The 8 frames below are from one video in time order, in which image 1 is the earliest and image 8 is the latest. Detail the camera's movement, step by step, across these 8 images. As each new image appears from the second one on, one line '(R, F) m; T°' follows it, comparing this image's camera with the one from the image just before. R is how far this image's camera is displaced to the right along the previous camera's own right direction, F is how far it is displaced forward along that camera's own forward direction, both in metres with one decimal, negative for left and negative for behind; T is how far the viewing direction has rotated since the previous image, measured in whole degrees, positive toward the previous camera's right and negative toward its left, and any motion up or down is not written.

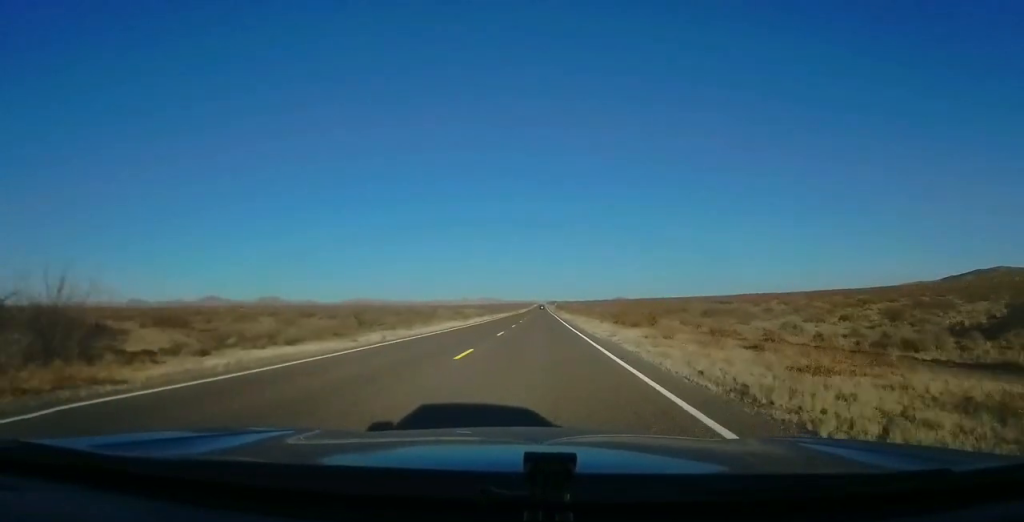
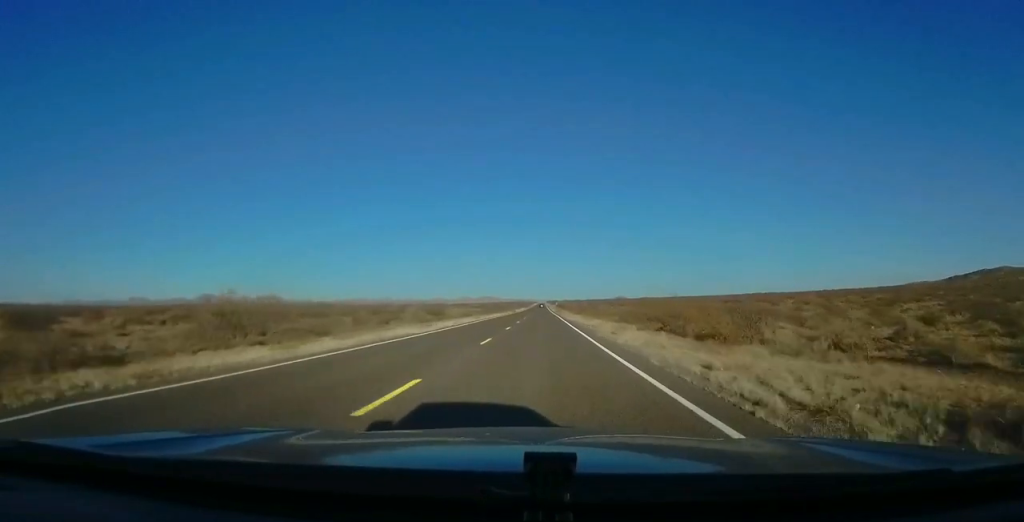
(0.0, +19.5) m; -1°
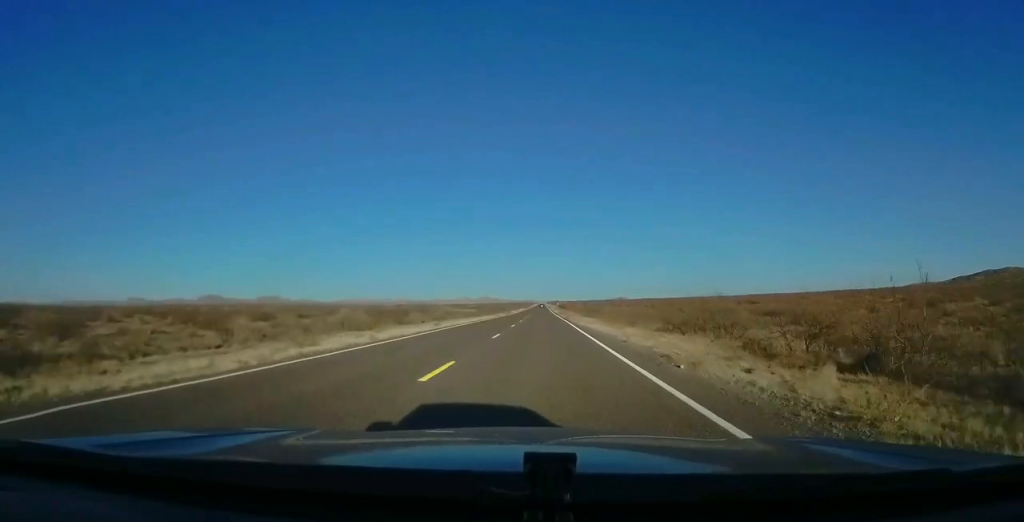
(-0.1, +21.4) m; -1°
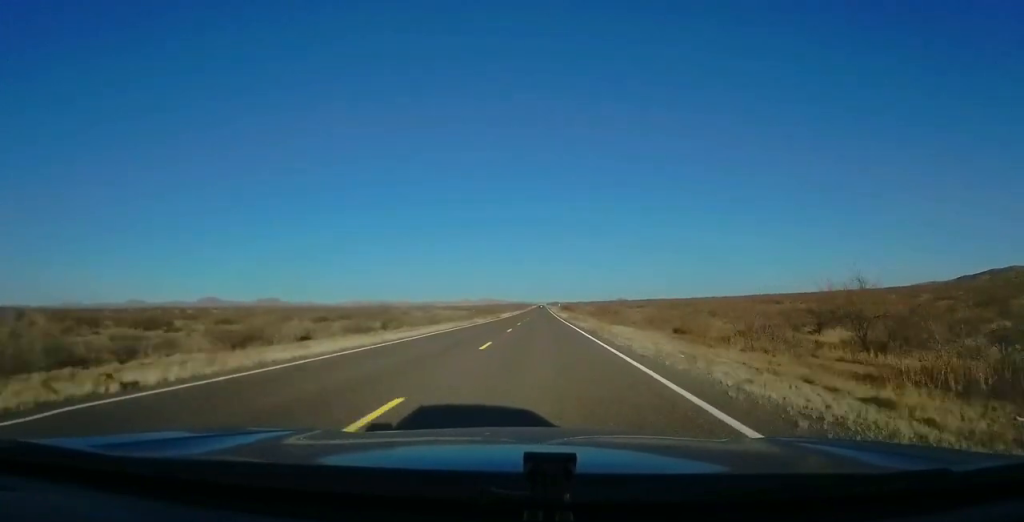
(-0.2, +29.3) m; 0°
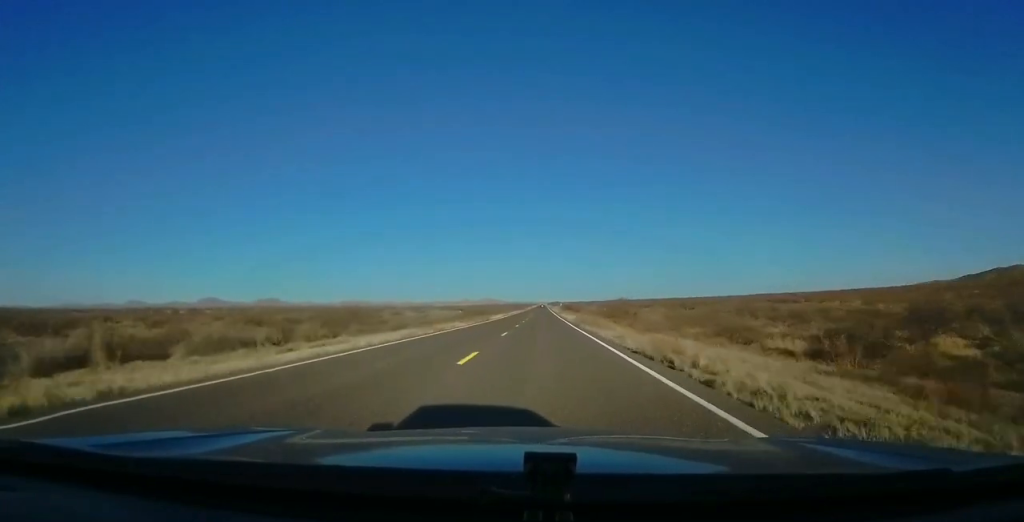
(+0.2, +16.6) m; +1°
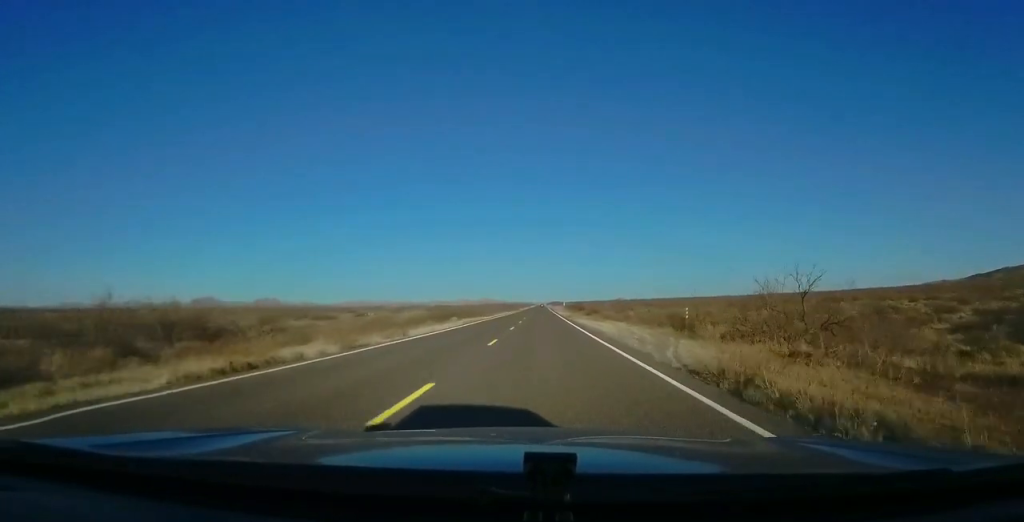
(+0.1, +43.1) m; 0°
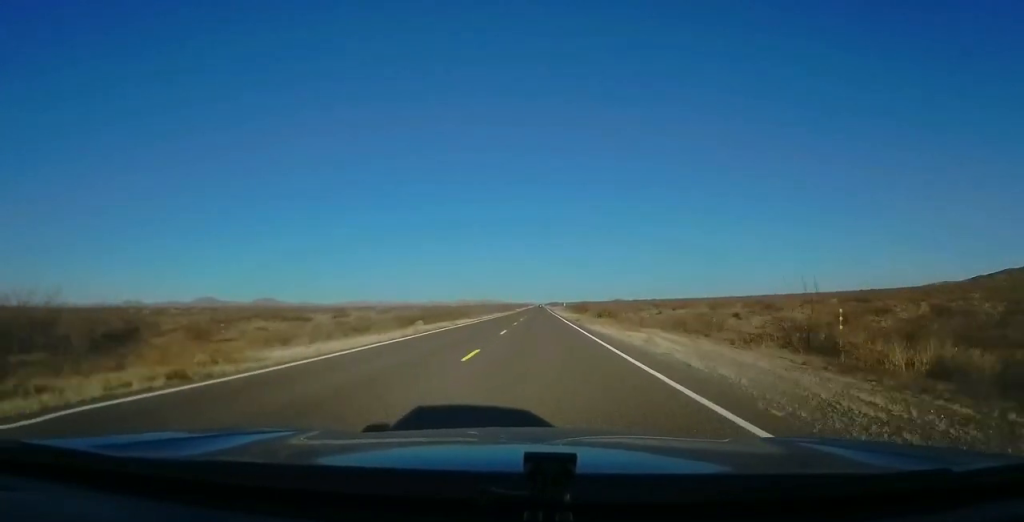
(+0.1, +17.6) m; -1°
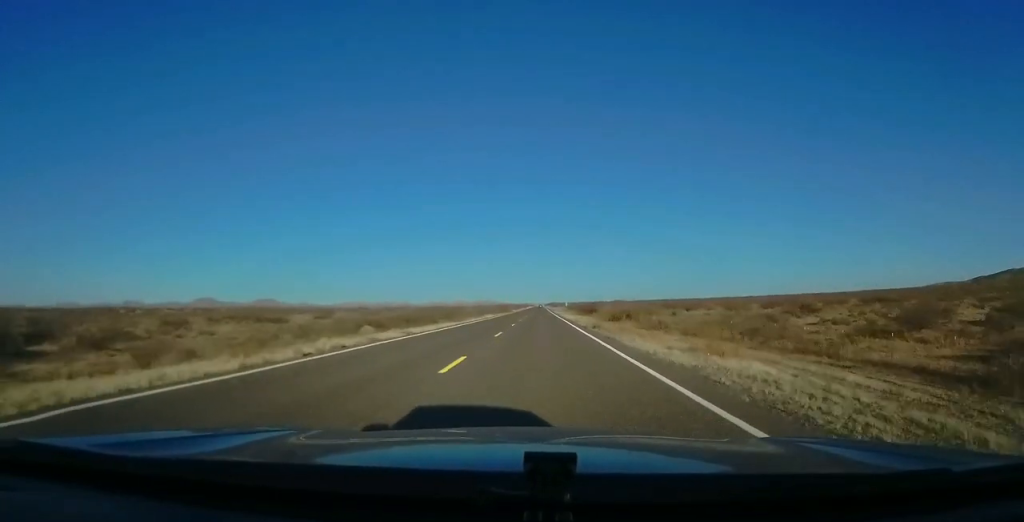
(-0.2, +14.7) m; 0°
